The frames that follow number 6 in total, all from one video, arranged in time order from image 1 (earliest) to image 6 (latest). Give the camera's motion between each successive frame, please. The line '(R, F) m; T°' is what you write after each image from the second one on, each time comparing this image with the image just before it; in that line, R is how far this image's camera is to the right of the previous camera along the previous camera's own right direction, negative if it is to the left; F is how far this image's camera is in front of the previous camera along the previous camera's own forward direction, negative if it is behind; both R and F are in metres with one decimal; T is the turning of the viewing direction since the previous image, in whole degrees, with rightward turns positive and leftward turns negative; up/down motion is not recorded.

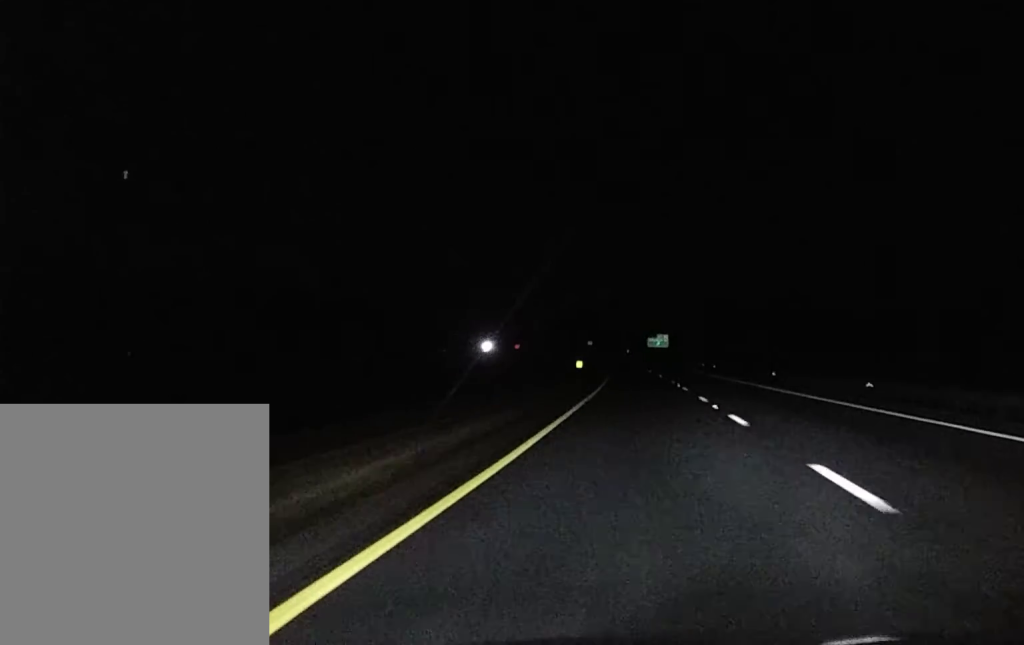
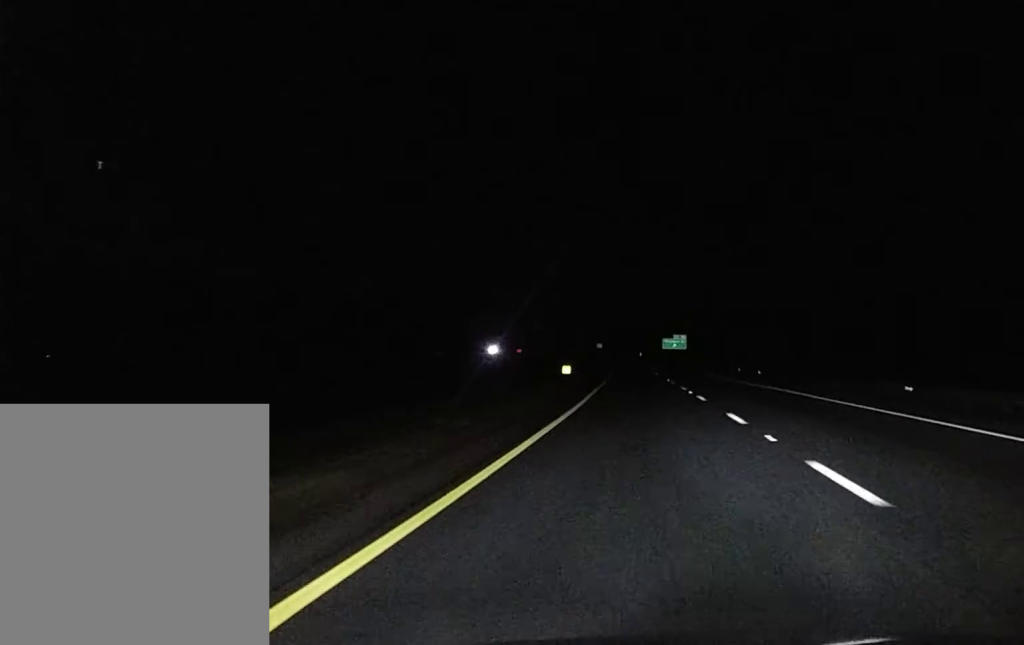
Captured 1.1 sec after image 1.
(-0.1, +33.3) m; -1°
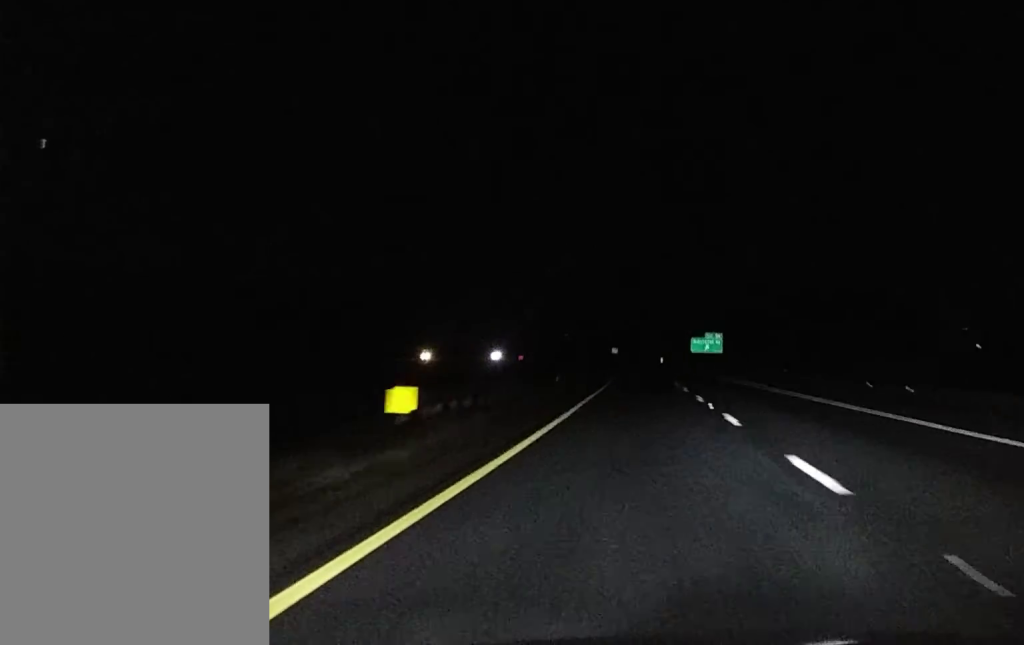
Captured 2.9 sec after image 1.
(-0.8, +57.3) m; -1°
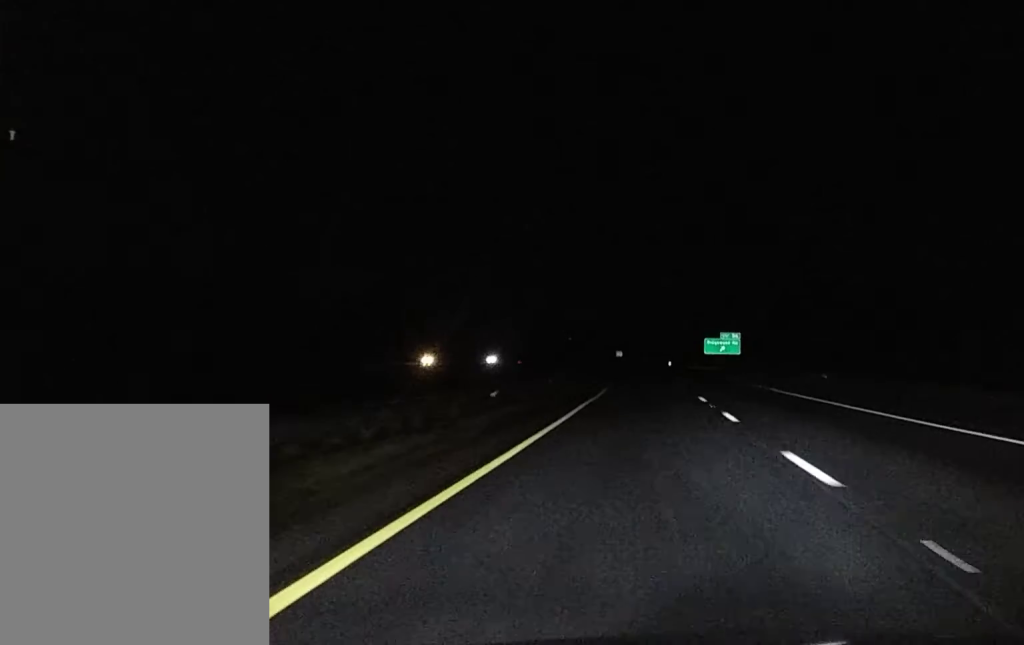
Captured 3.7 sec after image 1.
(-0.1, +27.5) m; 0°
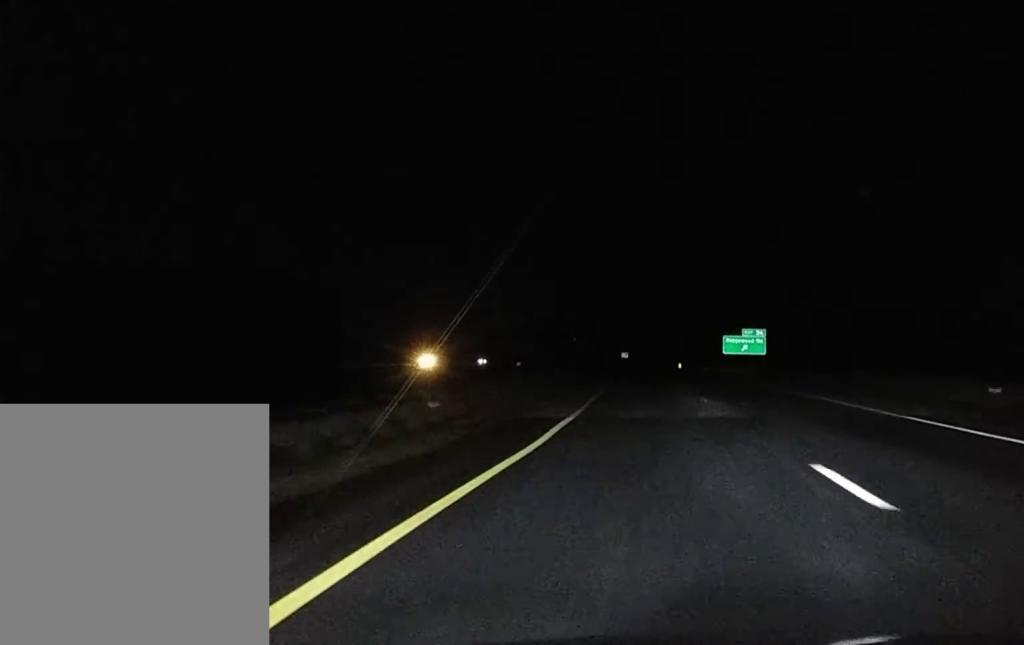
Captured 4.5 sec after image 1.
(0.0, +27.5) m; 0°
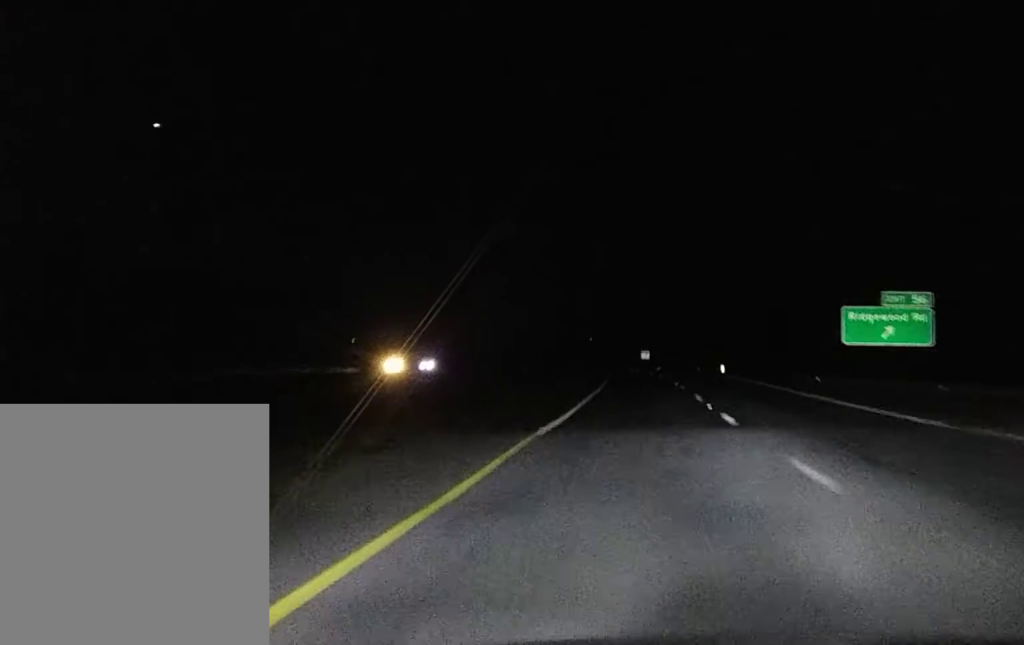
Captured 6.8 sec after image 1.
(-1.4, +78.2) m; -2°
